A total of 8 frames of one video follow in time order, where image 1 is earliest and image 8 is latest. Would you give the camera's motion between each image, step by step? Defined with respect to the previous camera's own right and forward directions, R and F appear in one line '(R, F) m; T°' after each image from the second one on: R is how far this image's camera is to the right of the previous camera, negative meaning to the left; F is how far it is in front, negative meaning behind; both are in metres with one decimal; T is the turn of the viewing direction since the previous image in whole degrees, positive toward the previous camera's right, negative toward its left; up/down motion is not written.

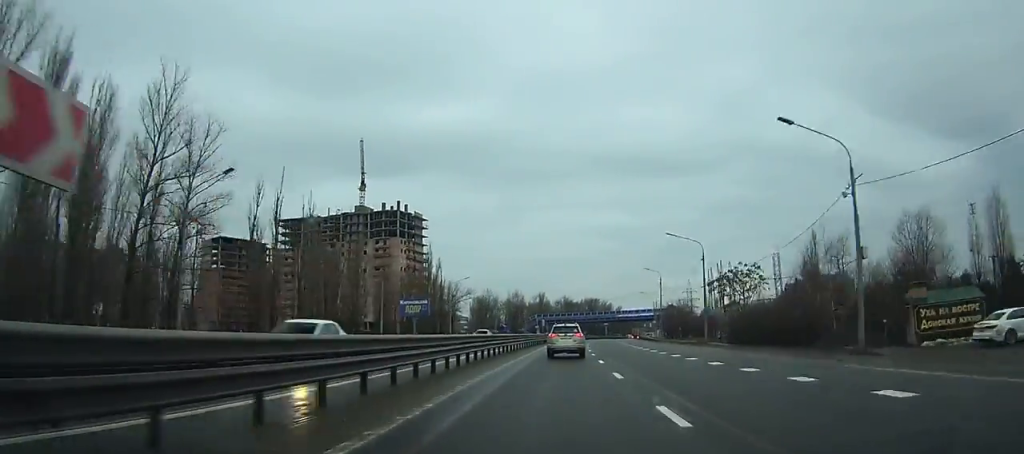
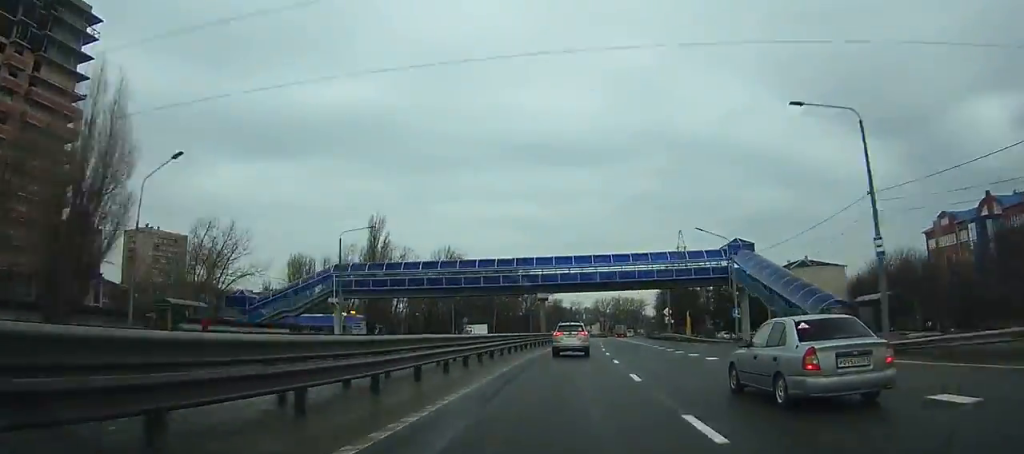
(+10.5, +139.1) m; +9°
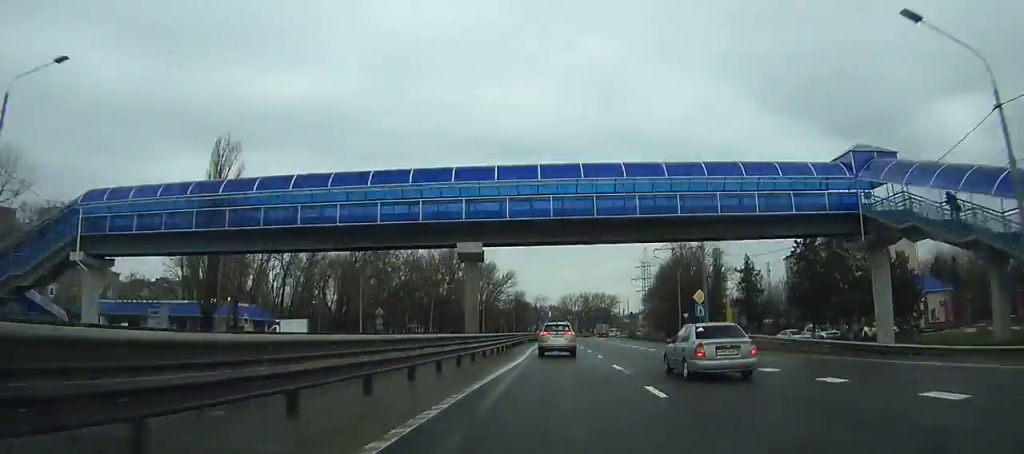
(+0.6, +36.0) m; +2°
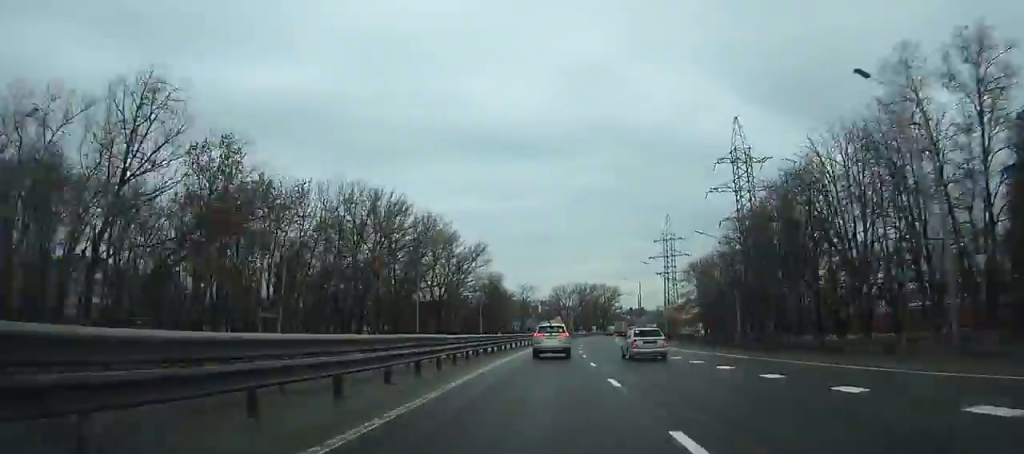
(+0.8, +54.4) m; +2°
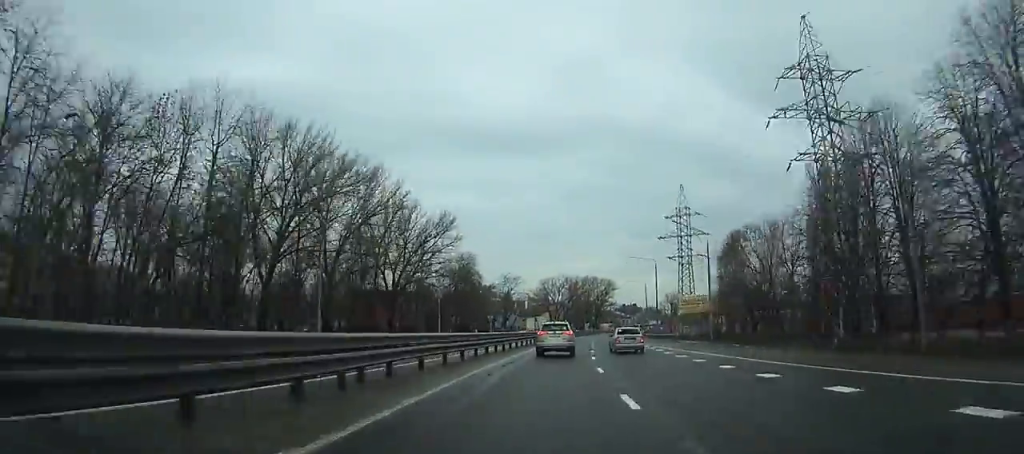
(+0.7, +28.4) m; +2°
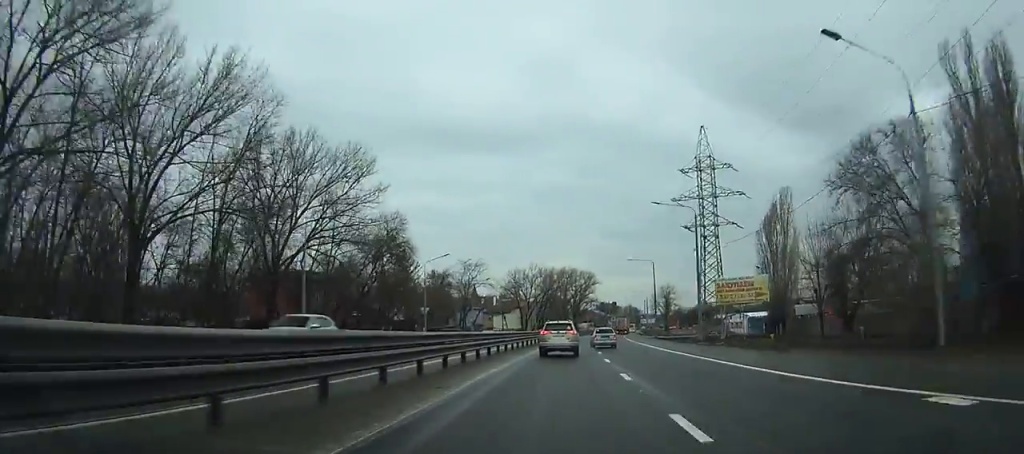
(+0.1, +34.6) m; +2°
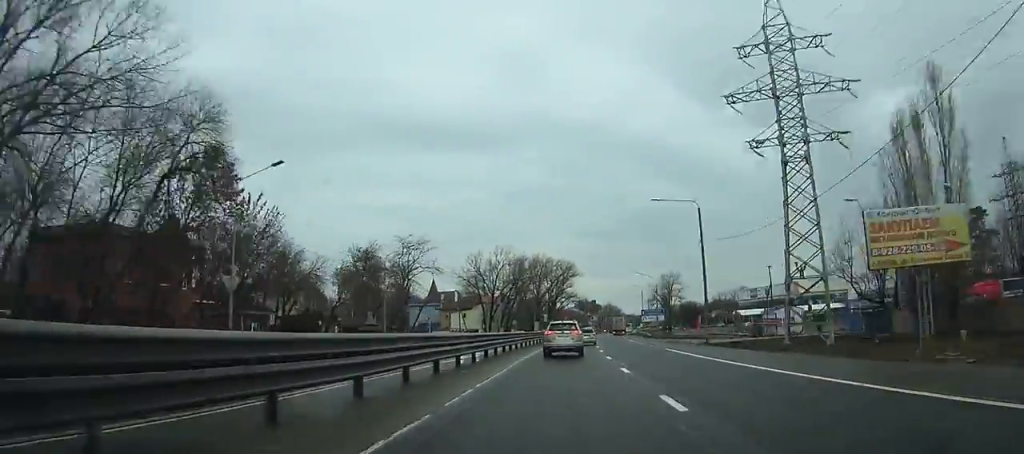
(+1.3, +39.0) m; +3°
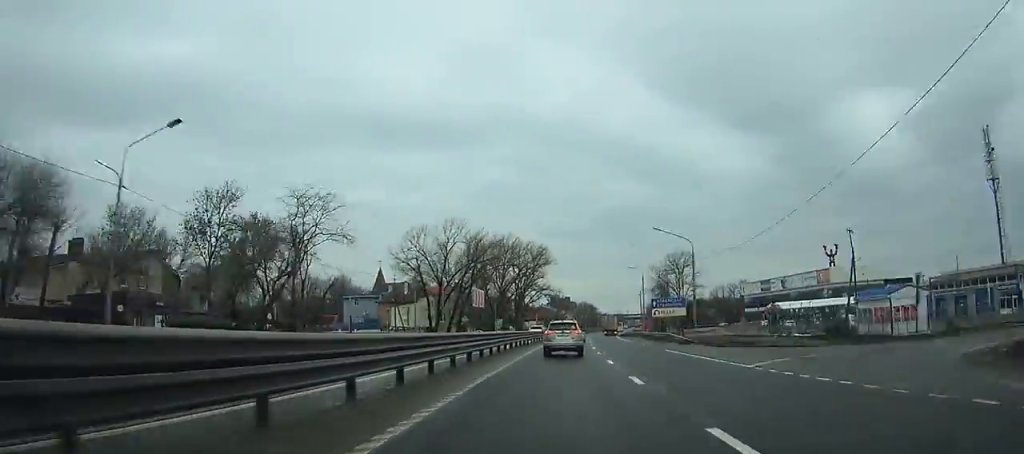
(+0.8, +37.3) m; +2°
